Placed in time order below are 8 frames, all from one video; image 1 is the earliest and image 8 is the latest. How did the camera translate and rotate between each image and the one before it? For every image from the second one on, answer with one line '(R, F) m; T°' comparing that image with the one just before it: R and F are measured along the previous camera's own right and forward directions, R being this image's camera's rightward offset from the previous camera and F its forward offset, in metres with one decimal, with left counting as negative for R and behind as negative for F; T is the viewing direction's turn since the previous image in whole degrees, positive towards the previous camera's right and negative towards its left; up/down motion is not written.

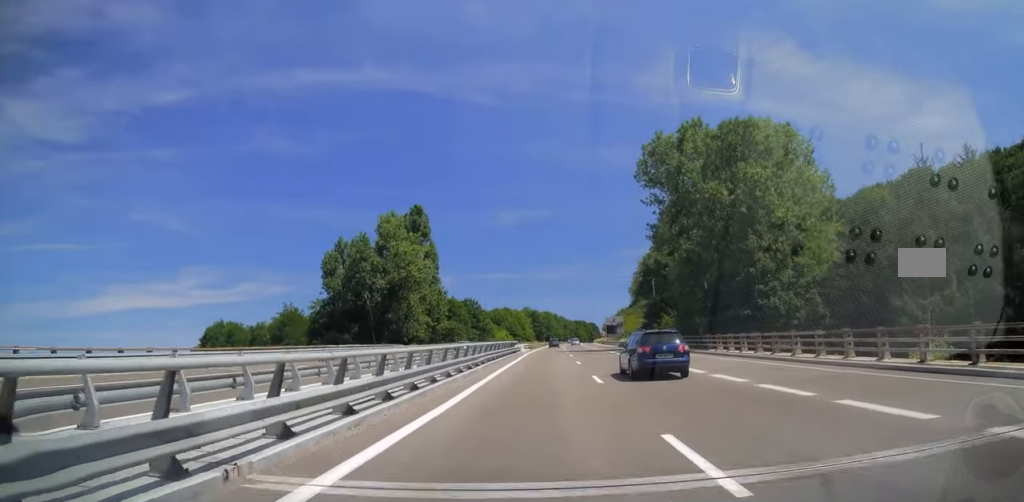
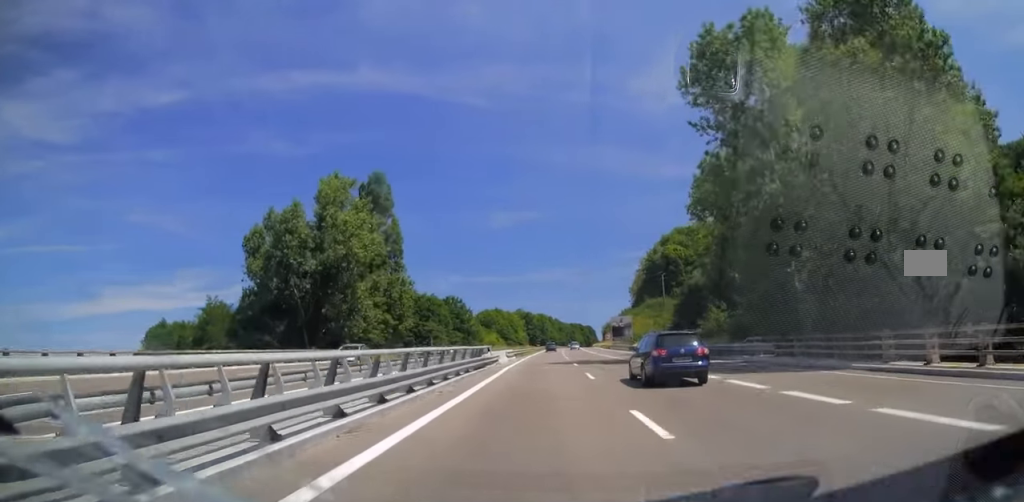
(+0.1, +22.9) m; +1°
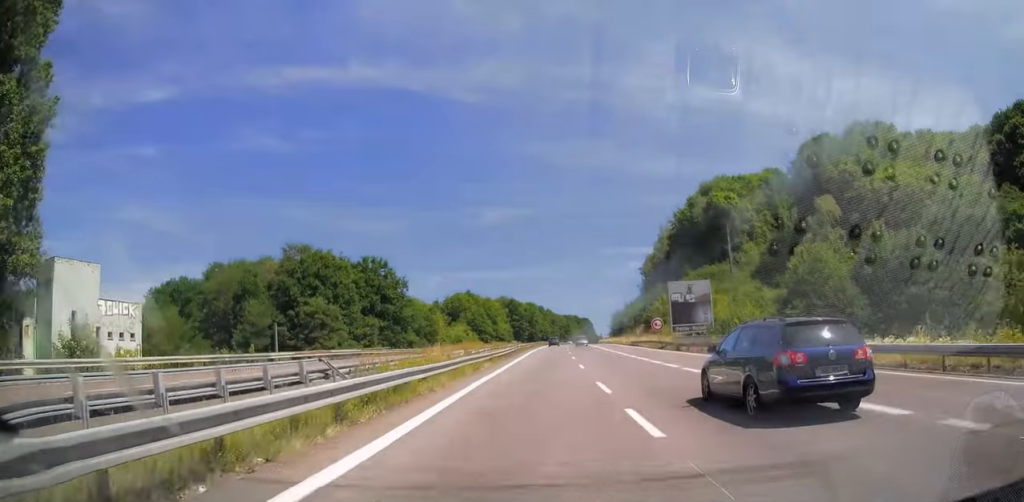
(+0.5, +63.9) m; +1°
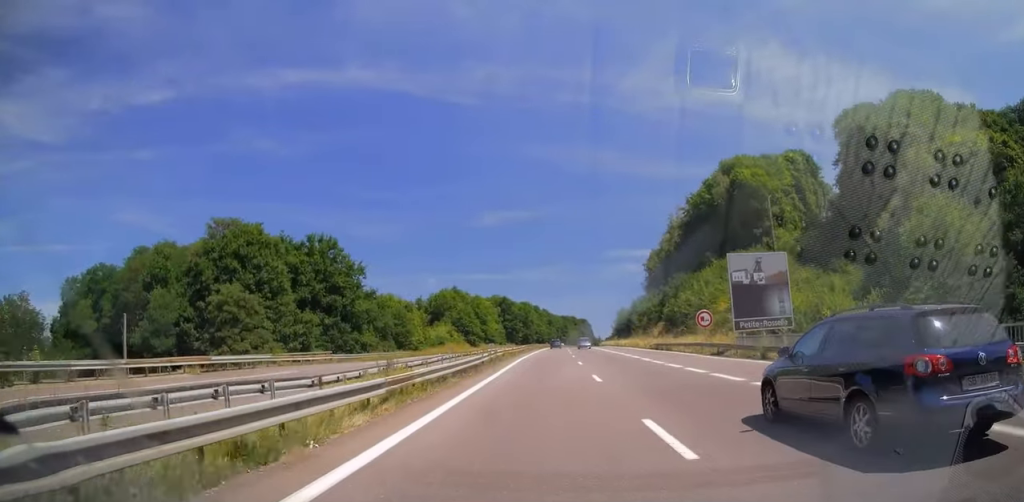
(+0.2, +20.0) m; 0°
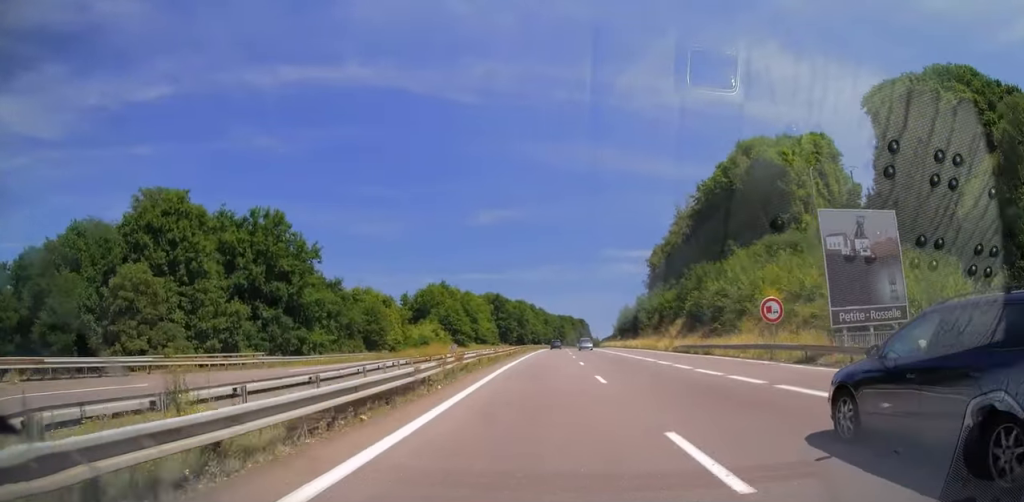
(+0.1, +13.7) m; 0°
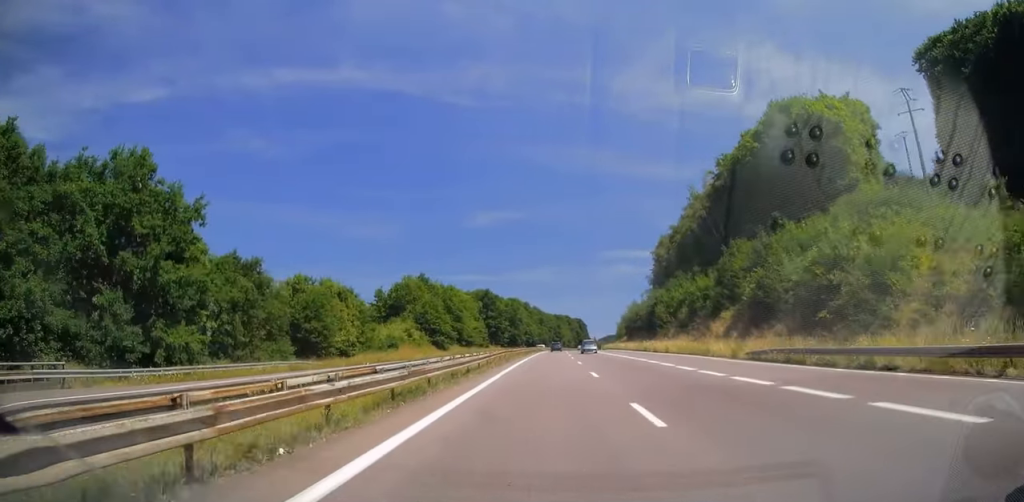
(0.0, +20.7) m; 0°
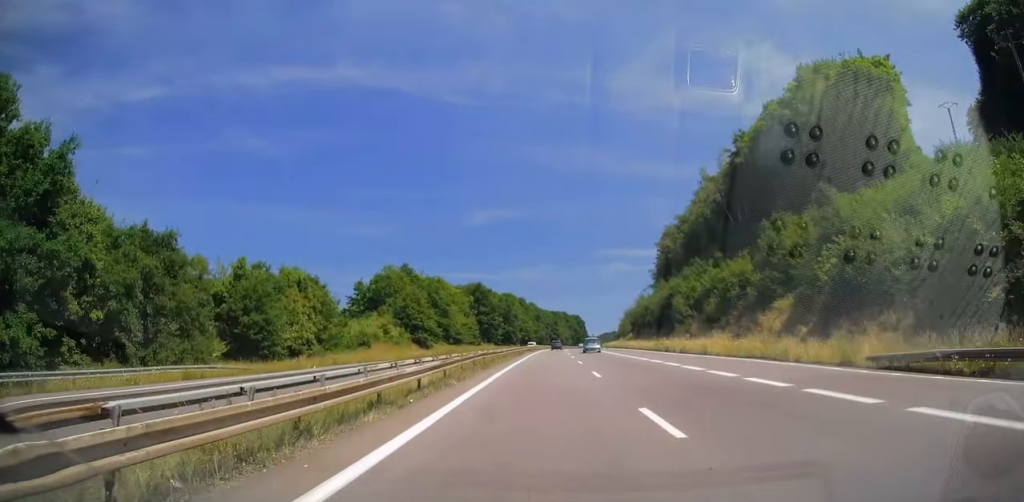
(0.0, +13.3) m; 0°
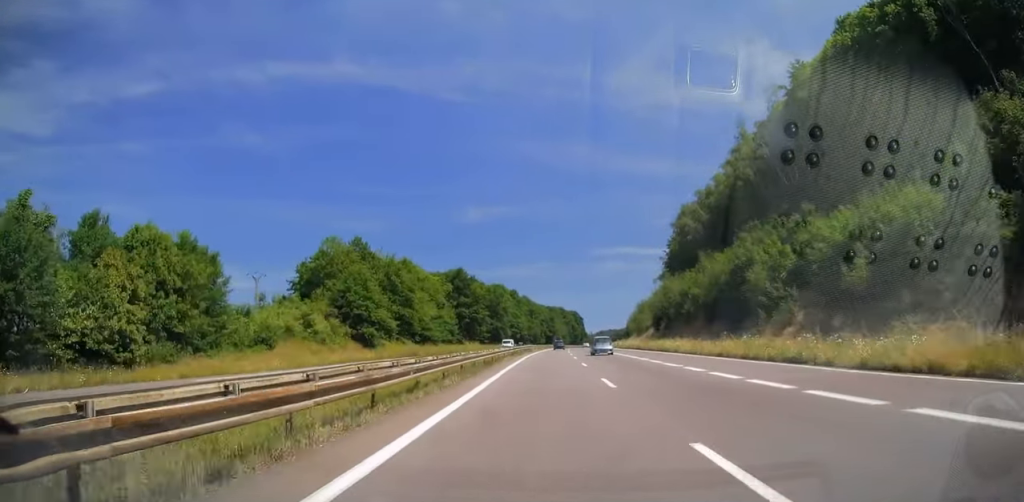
(+0.1, +28.5) m; 0°
